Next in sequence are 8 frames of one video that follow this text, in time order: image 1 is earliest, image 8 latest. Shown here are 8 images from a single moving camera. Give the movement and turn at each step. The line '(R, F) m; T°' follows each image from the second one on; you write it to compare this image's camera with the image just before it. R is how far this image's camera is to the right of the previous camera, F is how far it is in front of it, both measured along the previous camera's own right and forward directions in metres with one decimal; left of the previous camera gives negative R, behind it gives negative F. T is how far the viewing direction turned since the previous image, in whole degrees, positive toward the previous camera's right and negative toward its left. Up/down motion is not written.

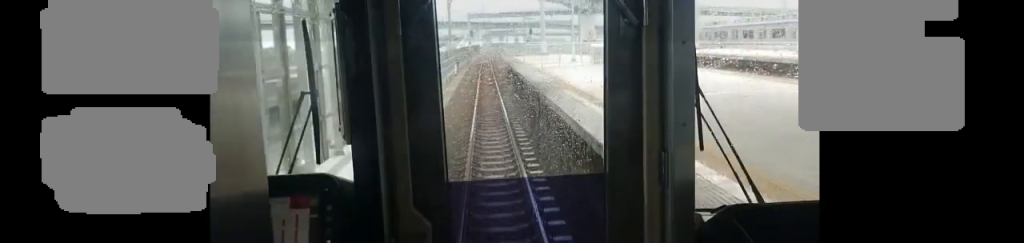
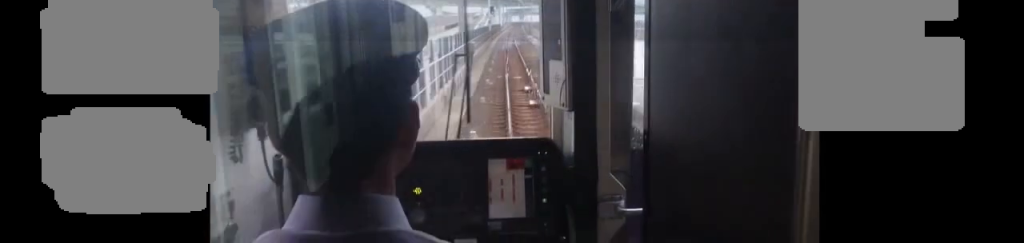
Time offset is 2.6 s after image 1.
(-1.3, +58.3) m; -2°
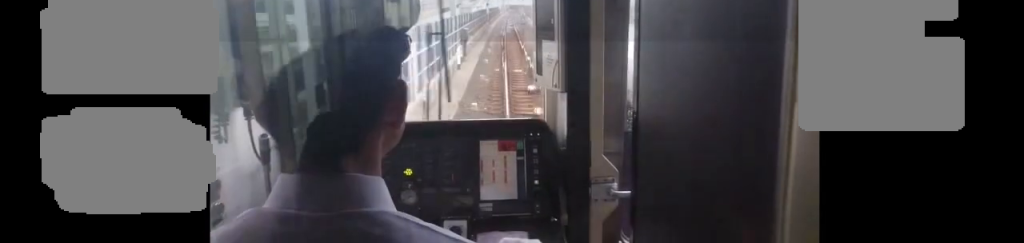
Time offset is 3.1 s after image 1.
(0.0, +13.1) m; 0°
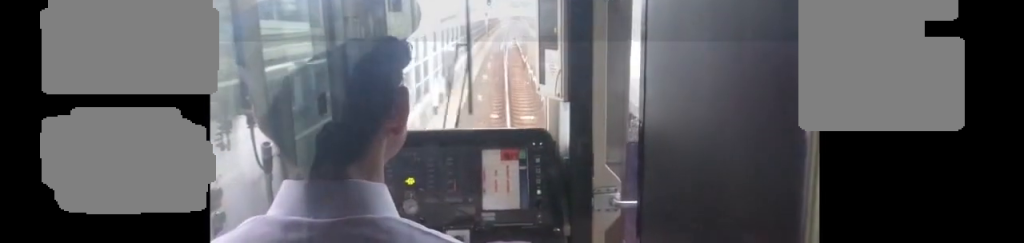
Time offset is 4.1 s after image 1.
(-0.1, +22.5) m; -1°
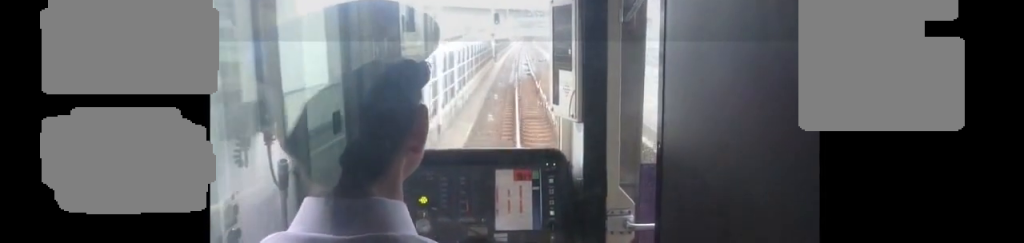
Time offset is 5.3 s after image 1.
(-0.4, +28.3) m; -2°
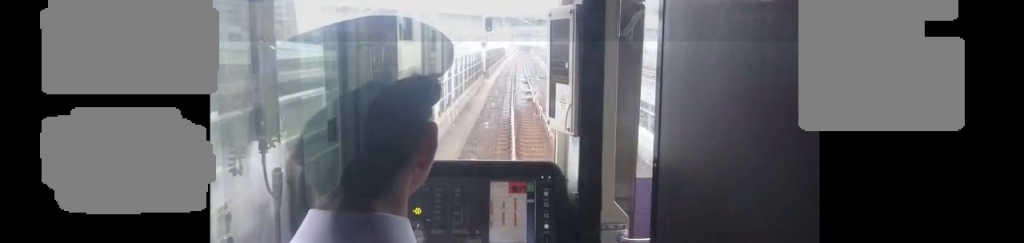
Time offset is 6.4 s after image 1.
(-0.5, +25.2) m; -2°
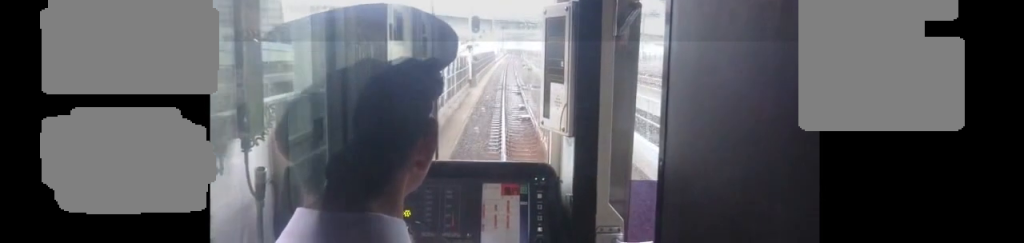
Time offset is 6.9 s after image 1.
(0.0, +11.9) m; -1°
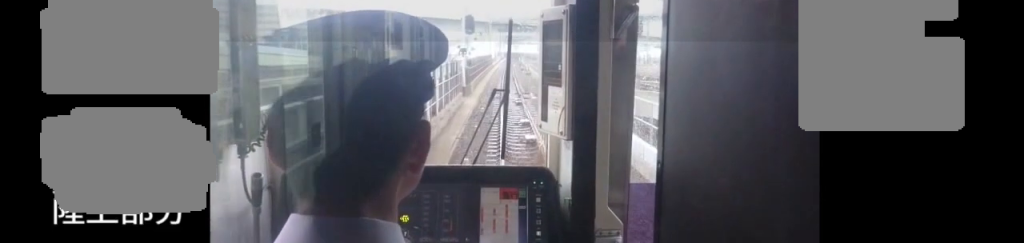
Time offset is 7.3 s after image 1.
(+0.1, +10.0) m; -1°
